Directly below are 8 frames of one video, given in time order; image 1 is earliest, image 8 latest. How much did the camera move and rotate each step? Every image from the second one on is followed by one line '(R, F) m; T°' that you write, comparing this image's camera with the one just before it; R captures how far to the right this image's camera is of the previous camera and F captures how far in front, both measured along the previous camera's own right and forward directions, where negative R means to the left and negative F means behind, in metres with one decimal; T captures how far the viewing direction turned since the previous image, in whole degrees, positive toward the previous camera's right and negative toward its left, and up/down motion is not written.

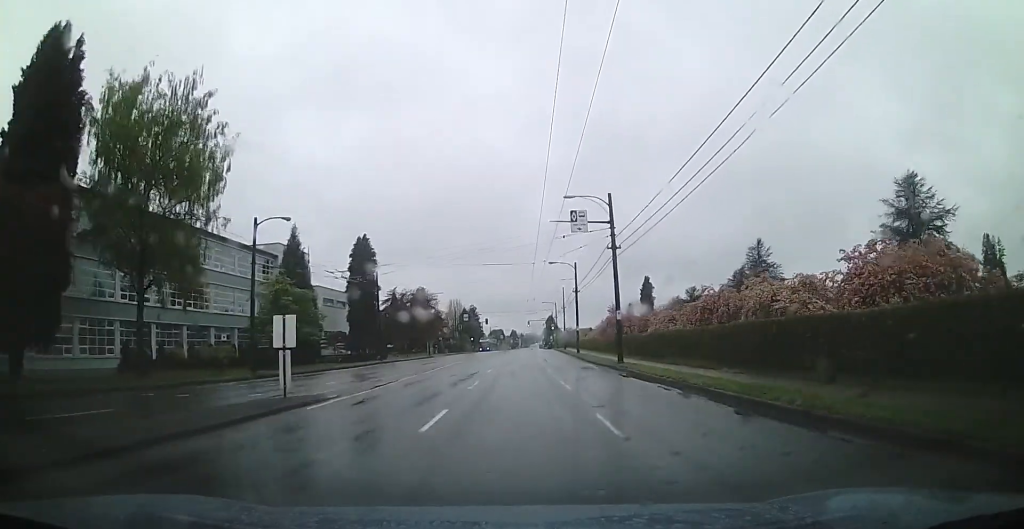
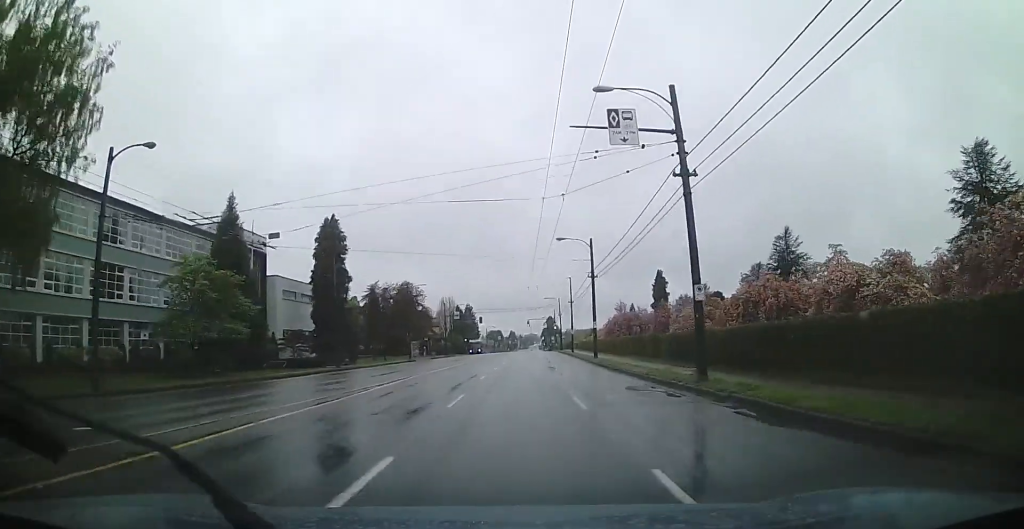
(+0.4, +13.5) m; 0°
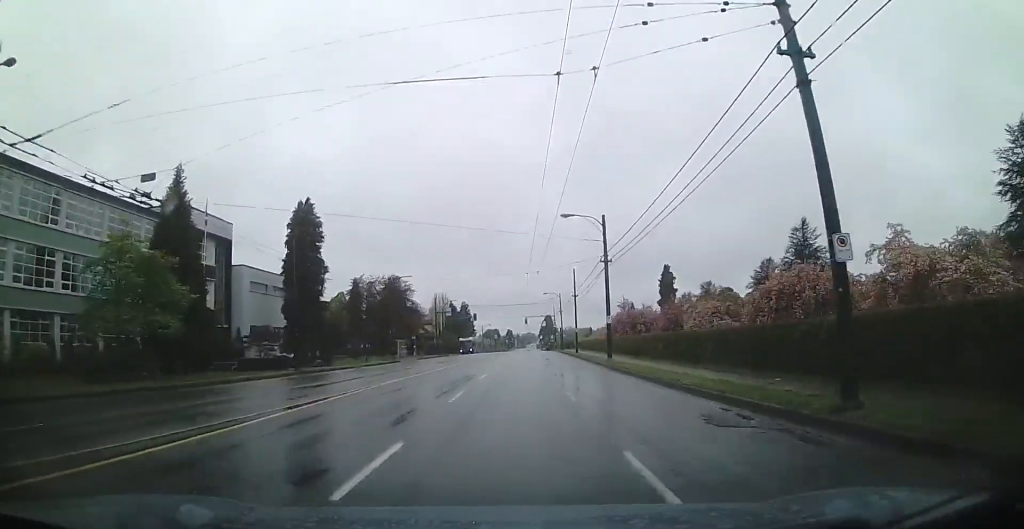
(+0.1, +7.8) m; -1°
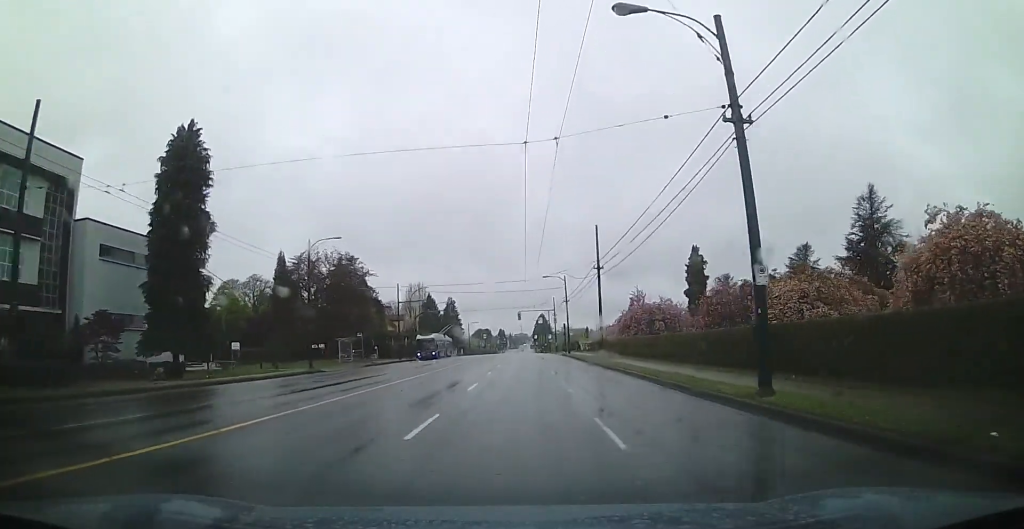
(-0.8, +22.9) m; -2°
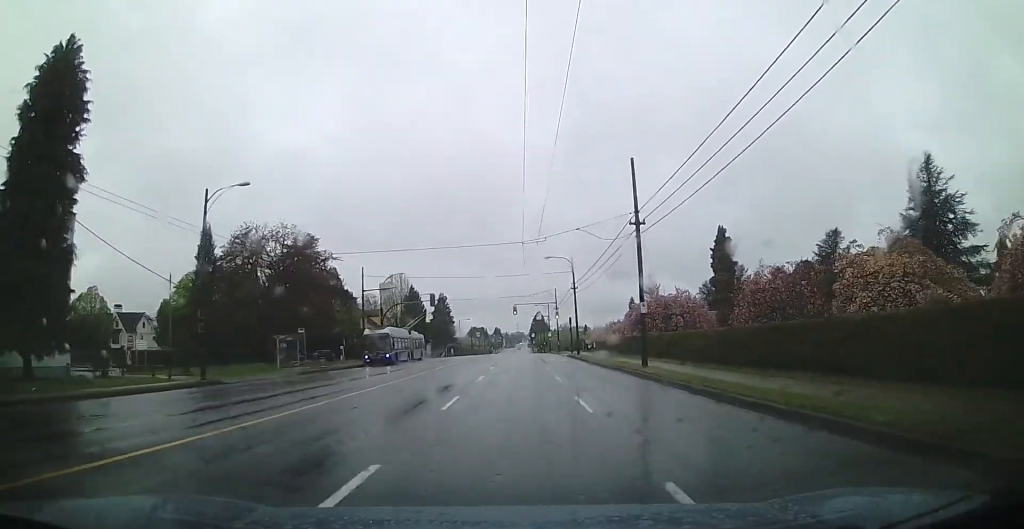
(-0.5, +13.9) m; +1°
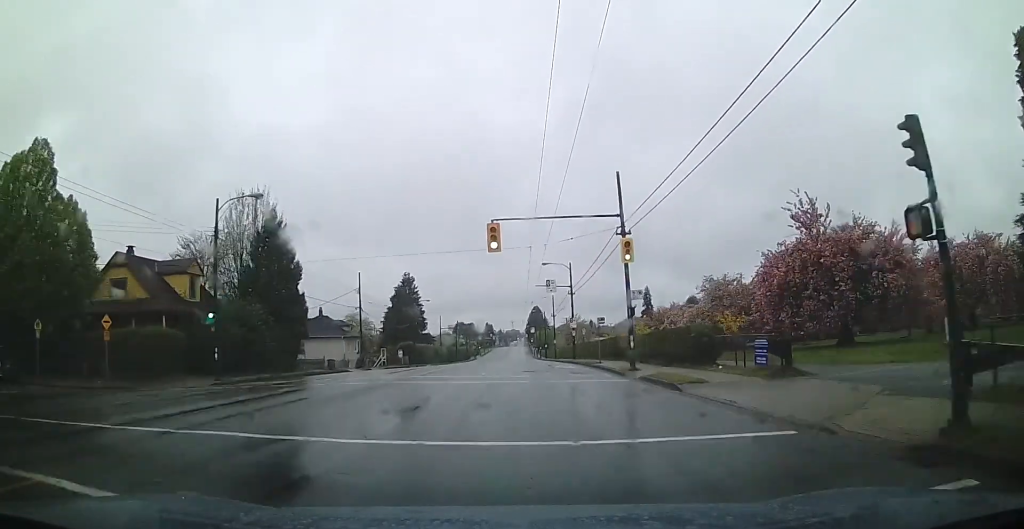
(0.0, +55.9) m; 0°
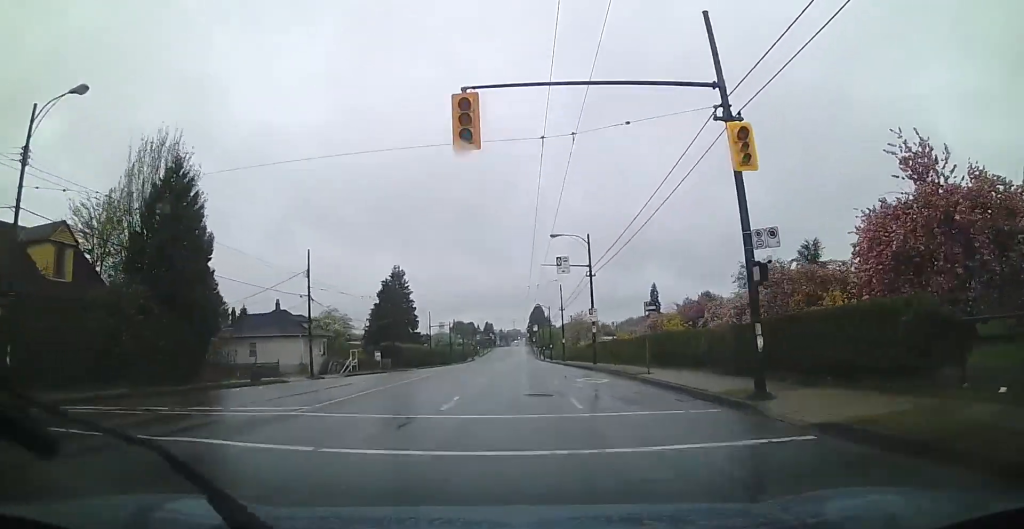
(+0.1, +14.2) m; 0°
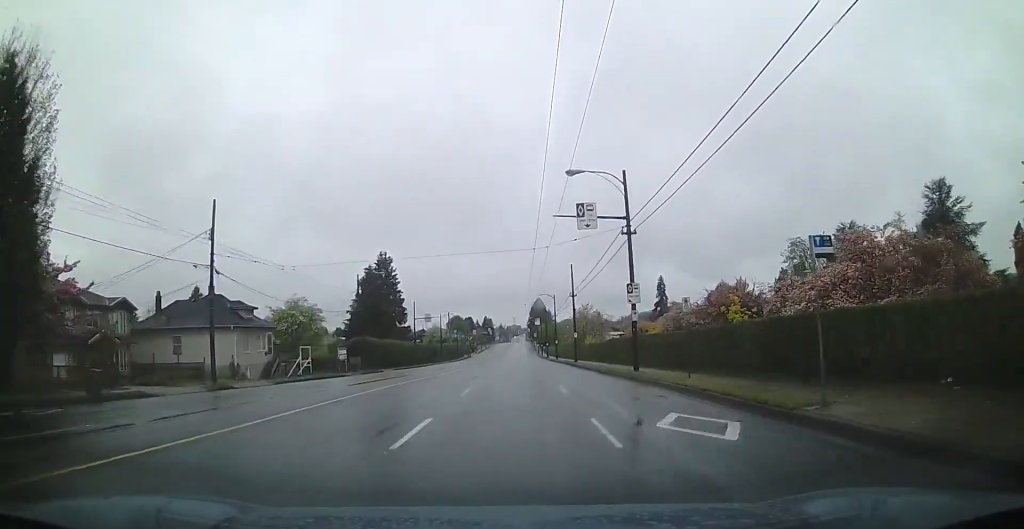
(0.0, +14.3) m; 0°
